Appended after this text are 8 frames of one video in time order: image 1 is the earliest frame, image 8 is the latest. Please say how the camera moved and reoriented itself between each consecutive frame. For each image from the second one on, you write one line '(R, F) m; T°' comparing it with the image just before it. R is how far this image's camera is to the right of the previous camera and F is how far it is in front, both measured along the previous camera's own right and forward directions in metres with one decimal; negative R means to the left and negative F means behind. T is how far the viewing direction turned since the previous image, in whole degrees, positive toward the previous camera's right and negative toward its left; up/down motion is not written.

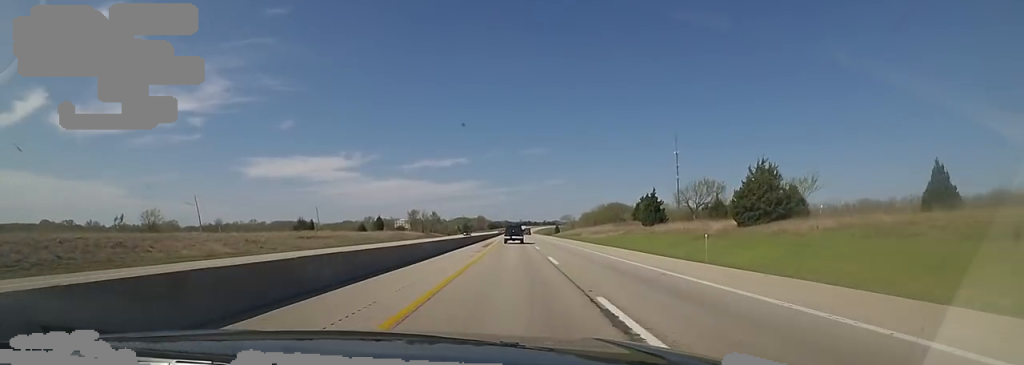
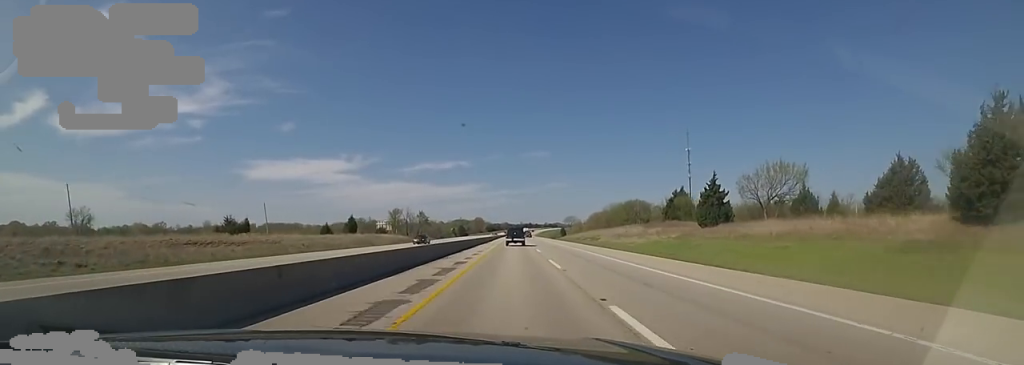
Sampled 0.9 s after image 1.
(-0.8, +31.4) m; -1°
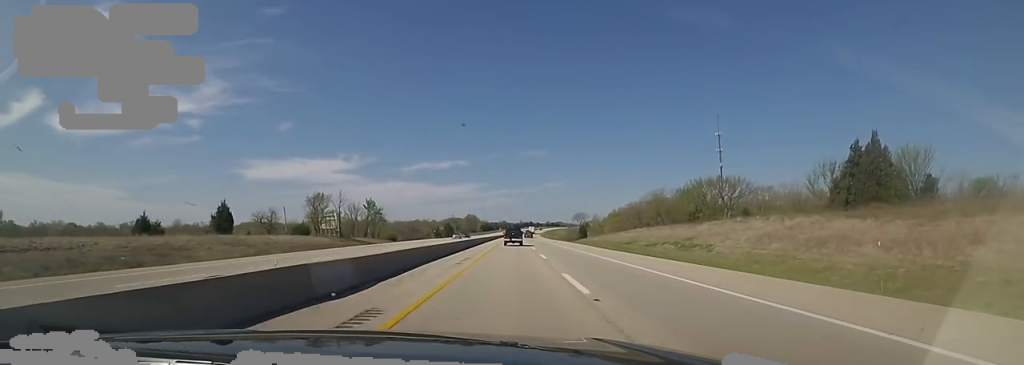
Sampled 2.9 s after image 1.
(+2.1, +68.6) m; +3°
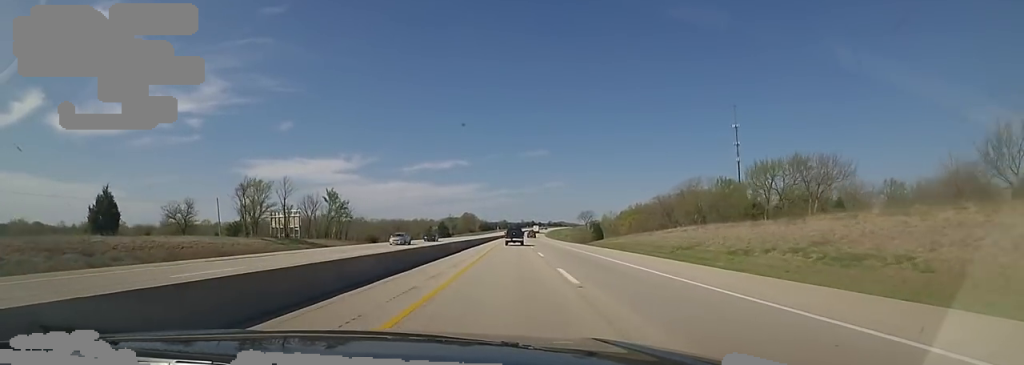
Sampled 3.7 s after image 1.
(0.0, +27.8) m; -1°
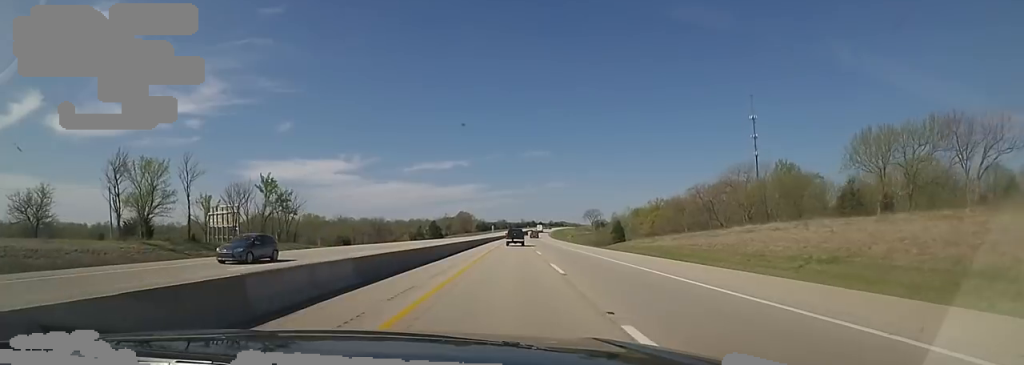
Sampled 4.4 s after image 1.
(-1.0, +26.7) m; -1°
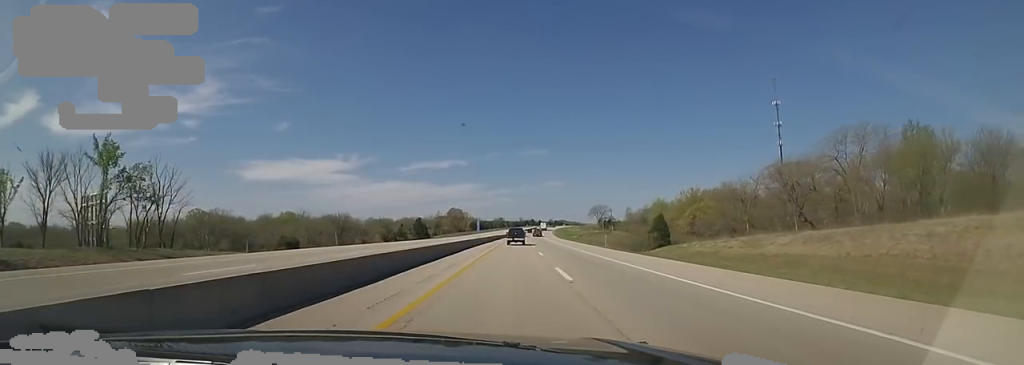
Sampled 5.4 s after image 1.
(+0.6, +32.9) m; +1°
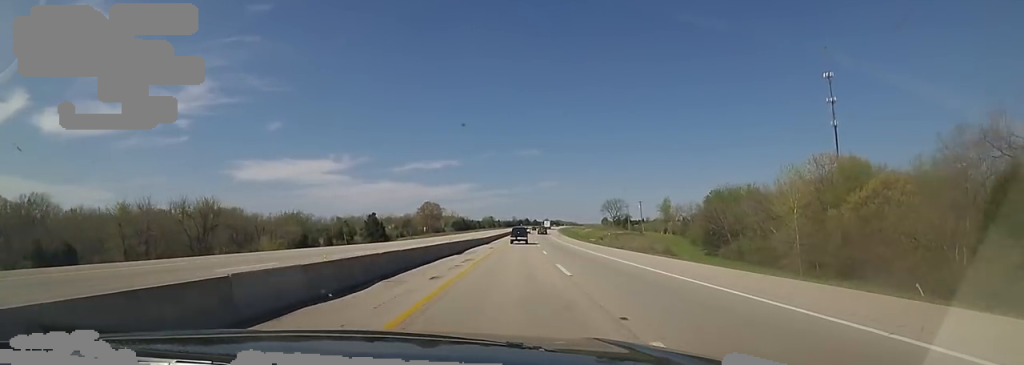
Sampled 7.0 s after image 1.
(+1.6, +58.8) m; +2°
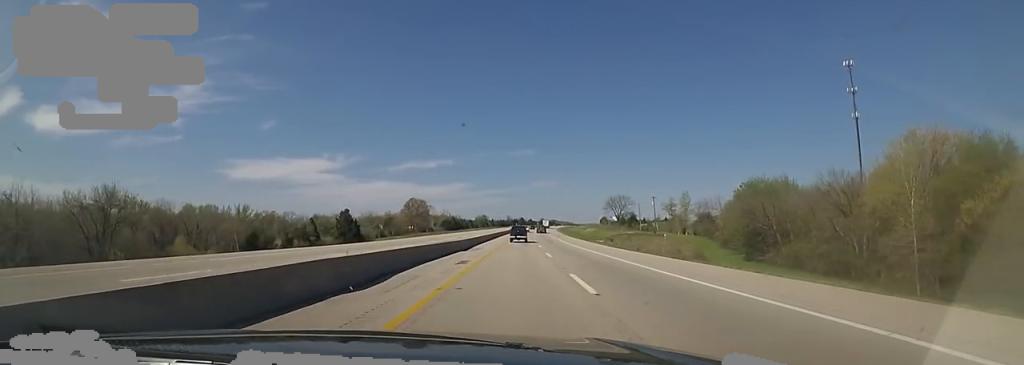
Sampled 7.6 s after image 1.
(0.0, +20.0) m; 0°
